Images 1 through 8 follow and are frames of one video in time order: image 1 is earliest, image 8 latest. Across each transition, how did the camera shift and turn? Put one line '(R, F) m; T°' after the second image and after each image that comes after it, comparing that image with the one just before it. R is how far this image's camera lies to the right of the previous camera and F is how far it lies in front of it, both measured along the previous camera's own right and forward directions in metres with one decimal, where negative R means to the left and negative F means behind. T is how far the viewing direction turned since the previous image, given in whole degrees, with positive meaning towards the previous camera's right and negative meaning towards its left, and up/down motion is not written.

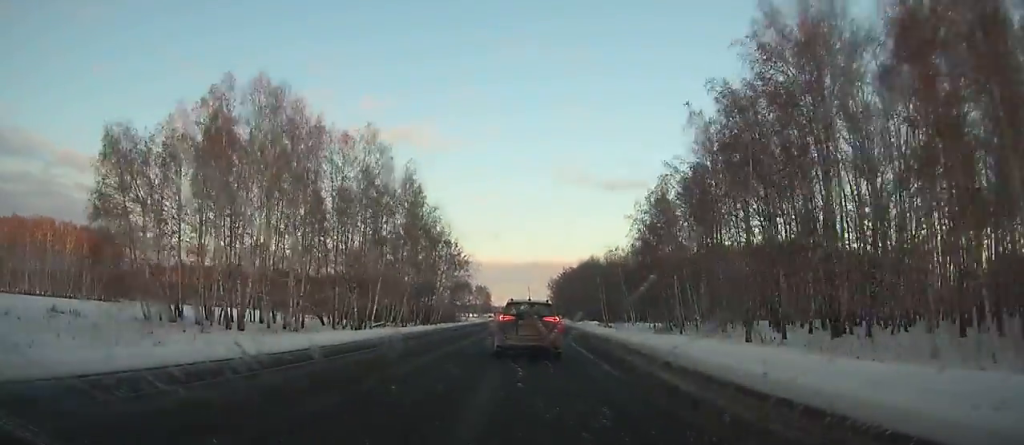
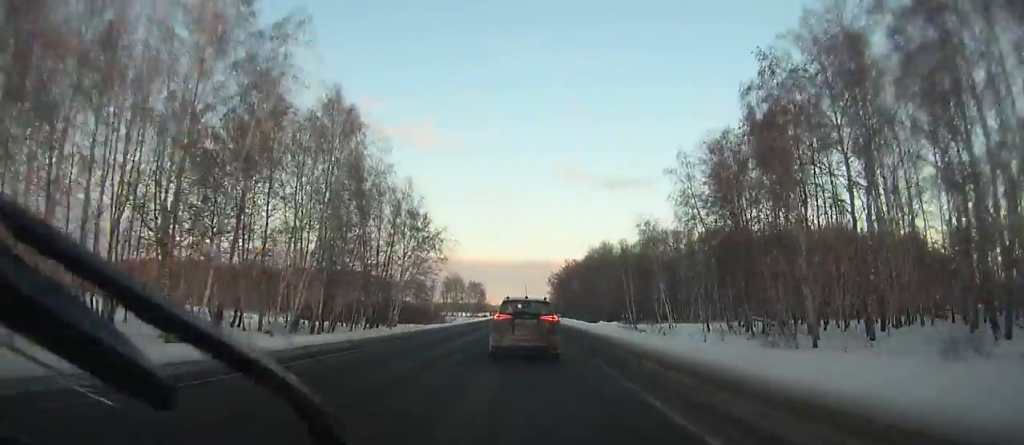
(0.0, +30.6) m; 0°
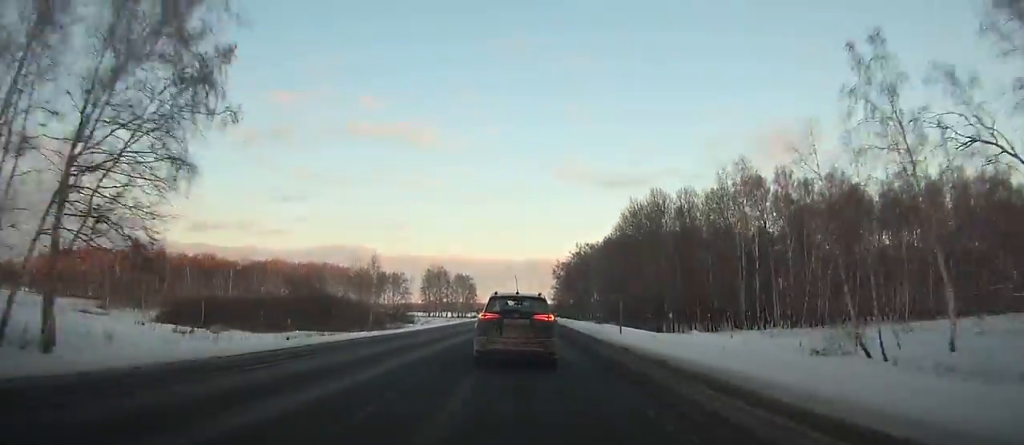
(0.0, +56.0) m; 0°
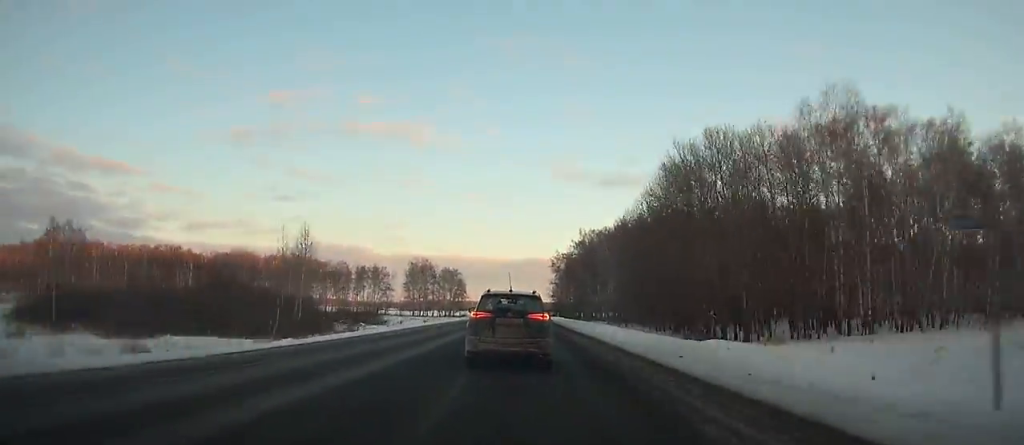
(+0.1, +27.4) m; 0°
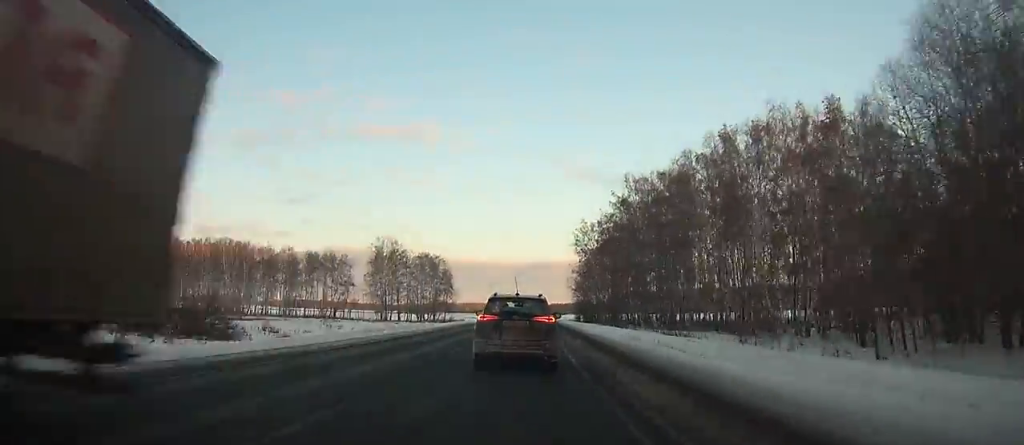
(-0.1, +67.7) m; 0°
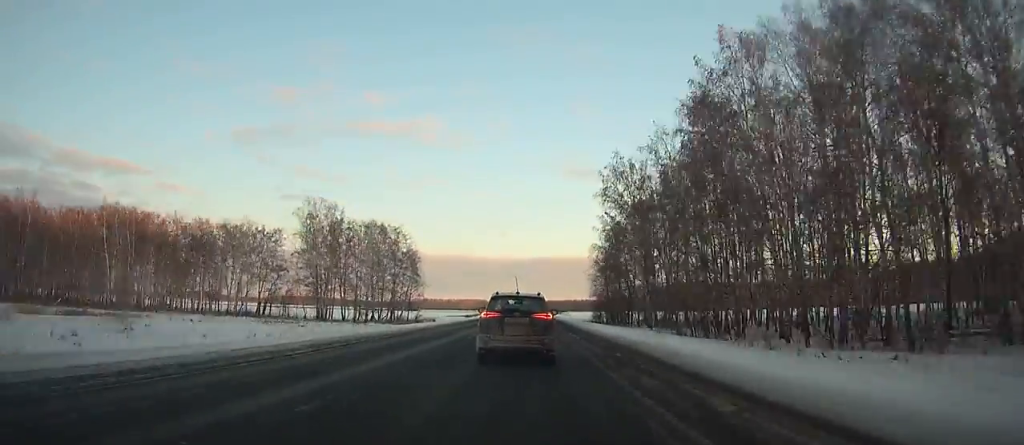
(-0.1, +51.2) m; 0°
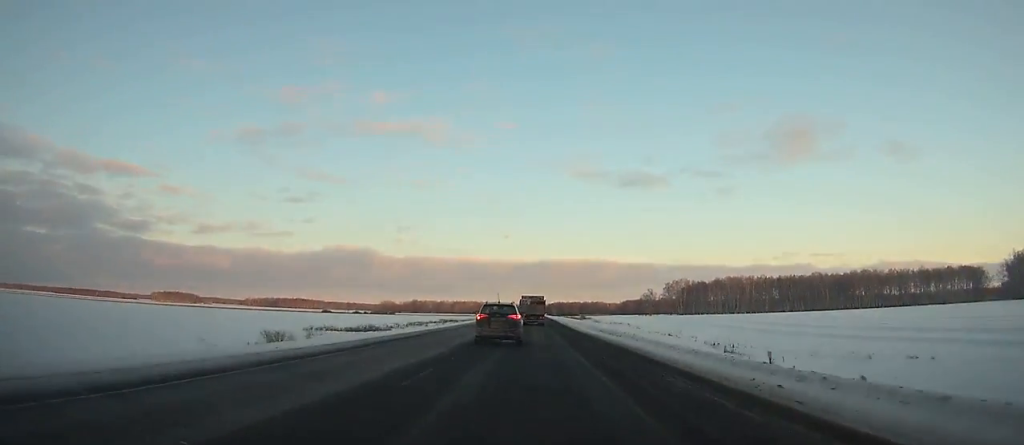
(-0.3, +136.0) m; 0°
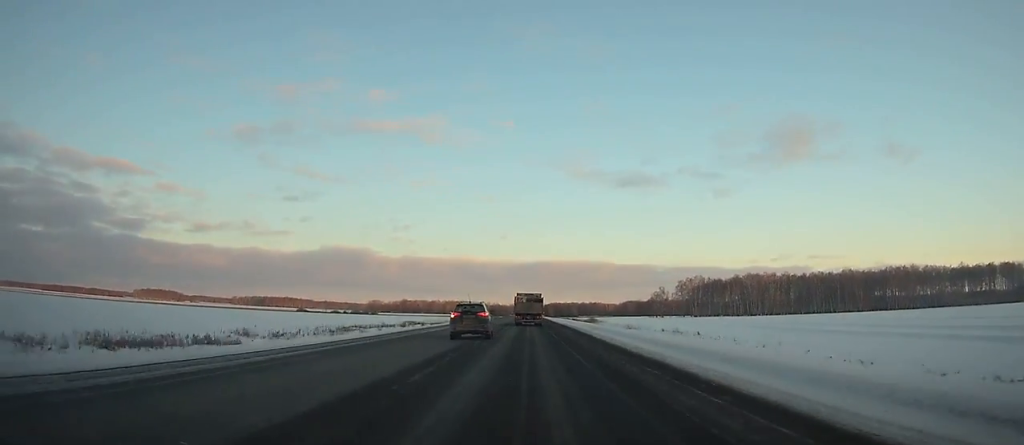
(-0.1, +47.5) m; 0°
